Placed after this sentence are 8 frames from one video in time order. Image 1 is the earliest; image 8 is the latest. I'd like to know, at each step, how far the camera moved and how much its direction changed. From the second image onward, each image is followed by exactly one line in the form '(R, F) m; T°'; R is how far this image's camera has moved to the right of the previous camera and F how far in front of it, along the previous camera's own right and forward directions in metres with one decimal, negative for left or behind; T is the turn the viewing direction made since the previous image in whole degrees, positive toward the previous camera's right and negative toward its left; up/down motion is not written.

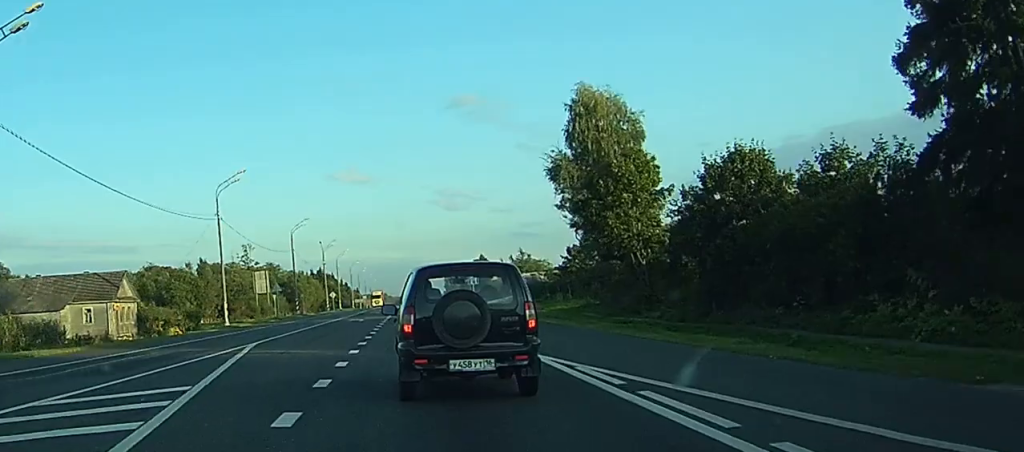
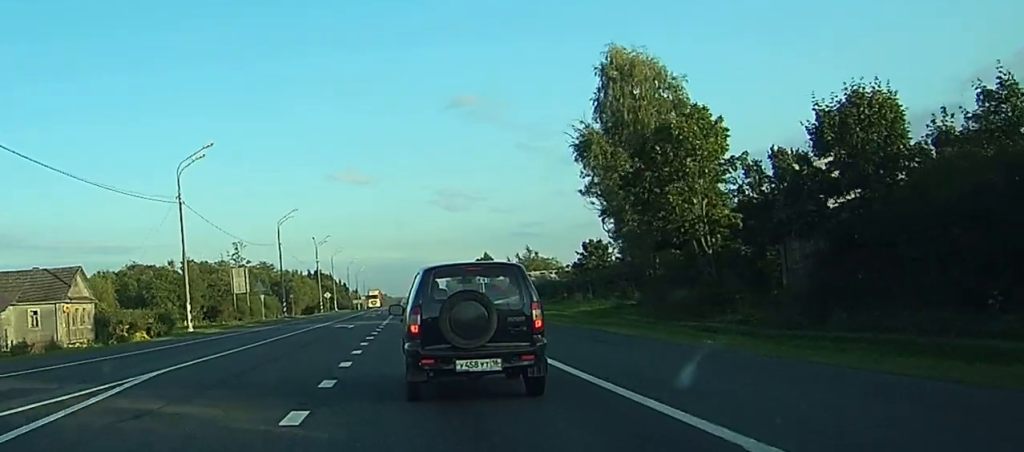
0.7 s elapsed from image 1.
(0.0, +12.0) m; 0°
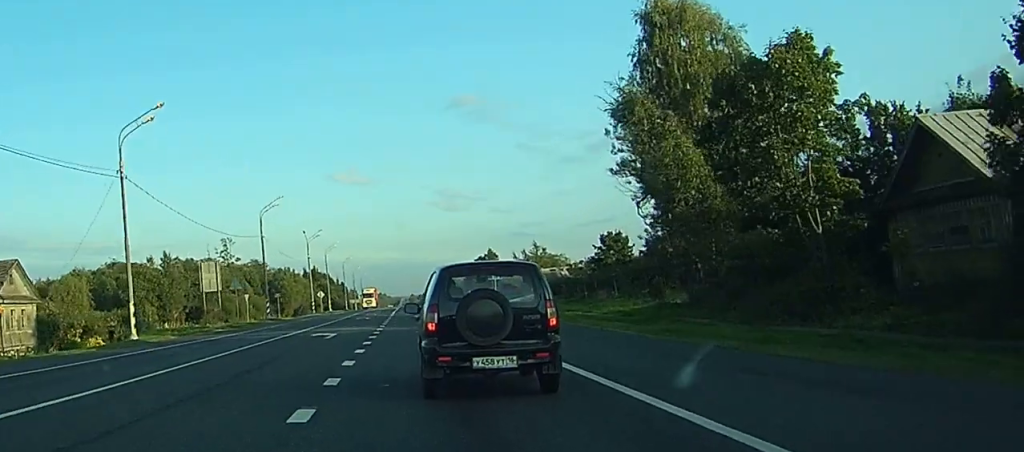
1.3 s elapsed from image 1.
(0.0, +11.8) m; 0°
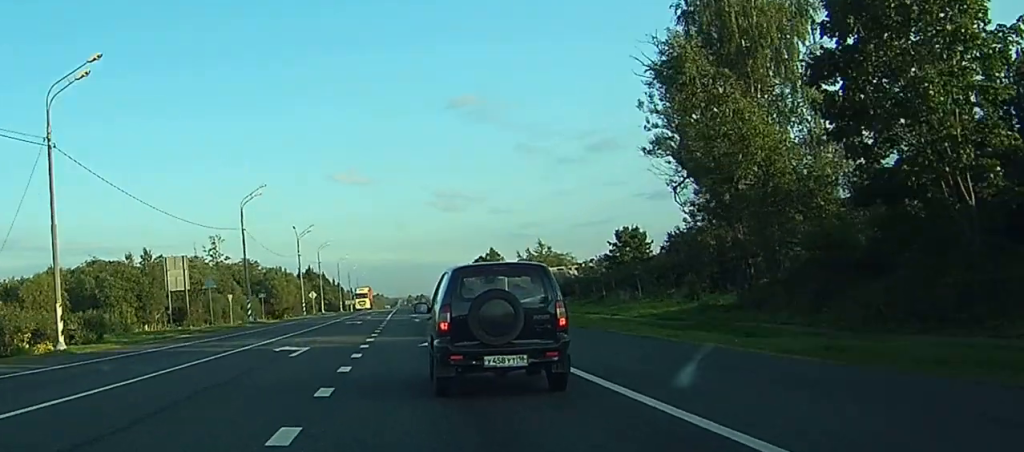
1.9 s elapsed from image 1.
(0.0, +9.3) m; 0°
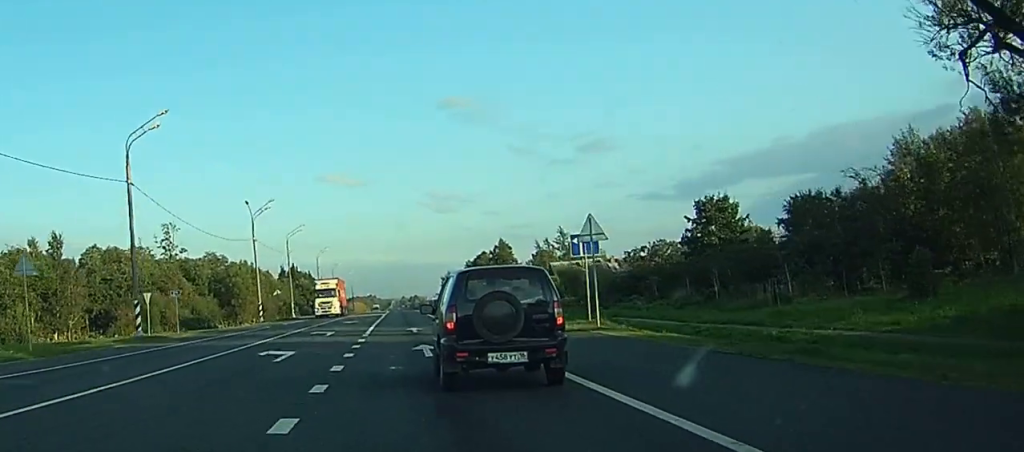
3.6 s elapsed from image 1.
(+0.1, +30.7) m; 0°
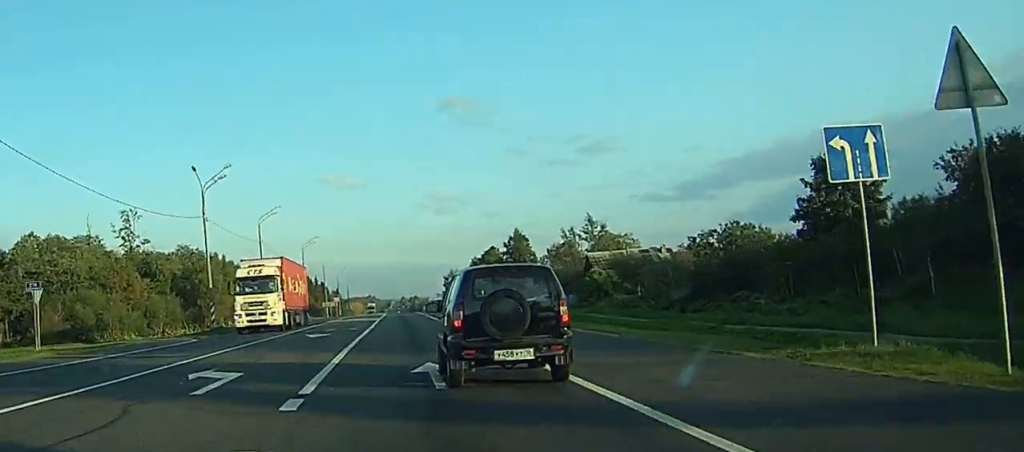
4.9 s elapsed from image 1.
(0.0, +21.5) m; 0°
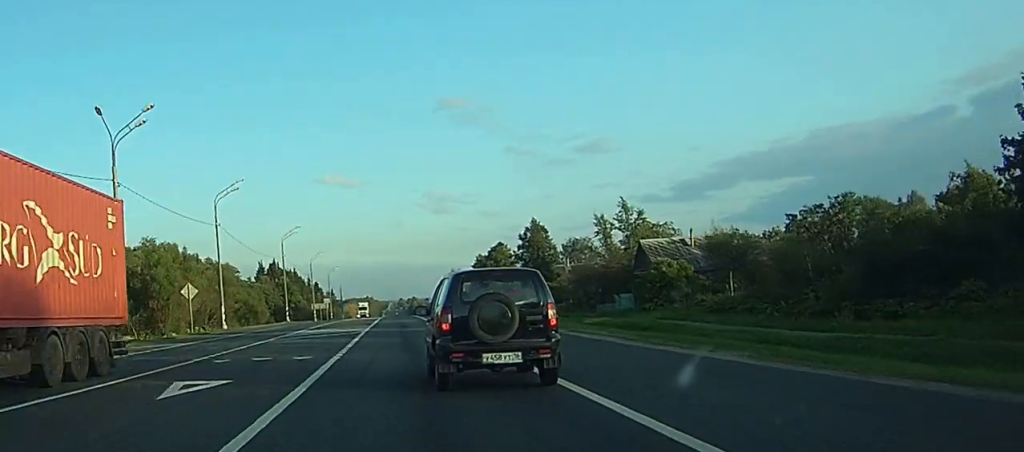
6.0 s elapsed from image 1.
(+0.1, +20.0) m; 0°
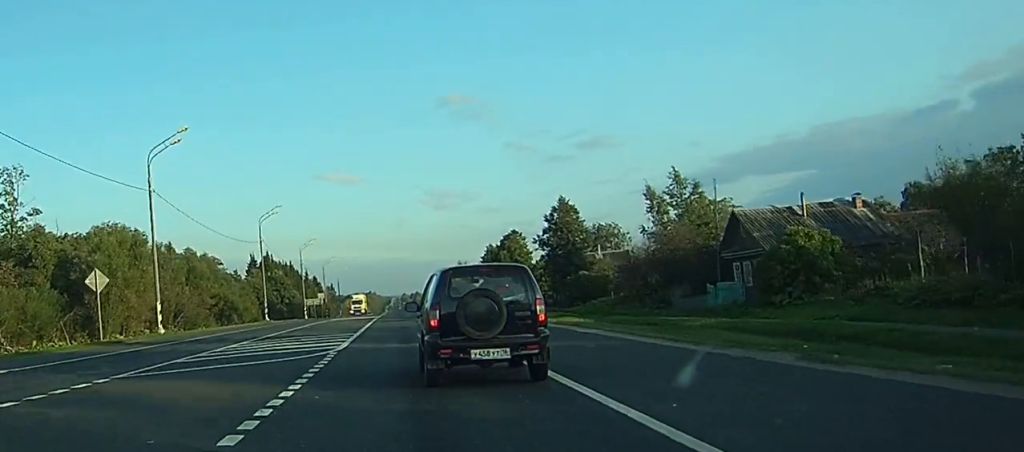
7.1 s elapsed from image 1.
(0.0, +19.1) m; 0°
